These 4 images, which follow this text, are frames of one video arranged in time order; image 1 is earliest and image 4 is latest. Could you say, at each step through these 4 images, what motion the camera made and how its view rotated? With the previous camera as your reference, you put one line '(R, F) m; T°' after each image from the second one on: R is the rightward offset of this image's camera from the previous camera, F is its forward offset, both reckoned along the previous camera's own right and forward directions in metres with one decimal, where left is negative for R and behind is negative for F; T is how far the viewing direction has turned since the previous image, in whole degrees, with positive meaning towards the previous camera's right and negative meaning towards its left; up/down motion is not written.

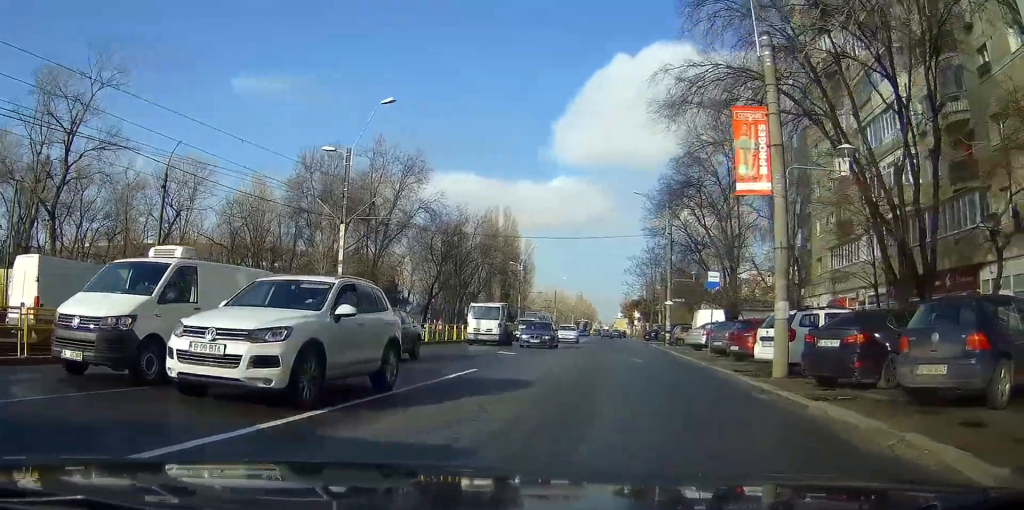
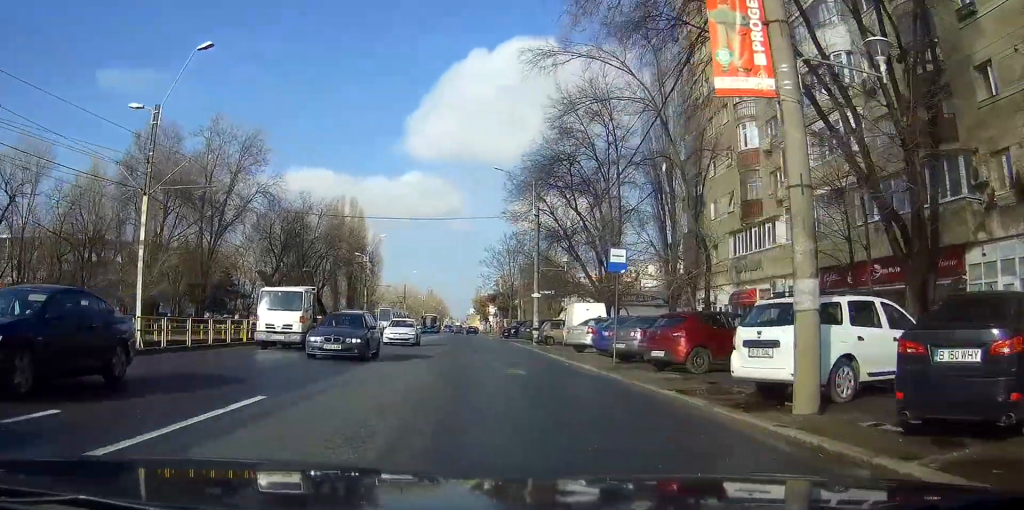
(+1.0, +5.9) m; +12°
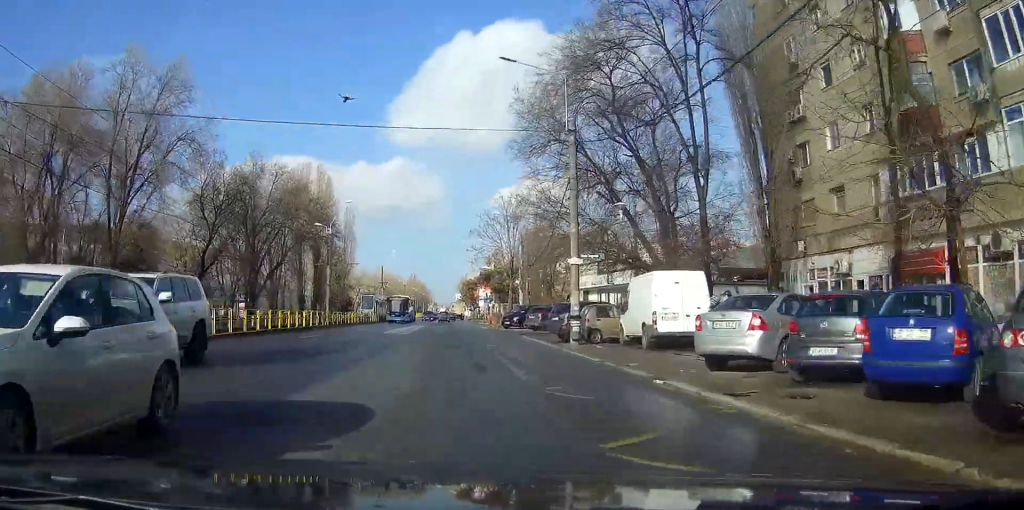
(+0.5, +14.3) m; +3°
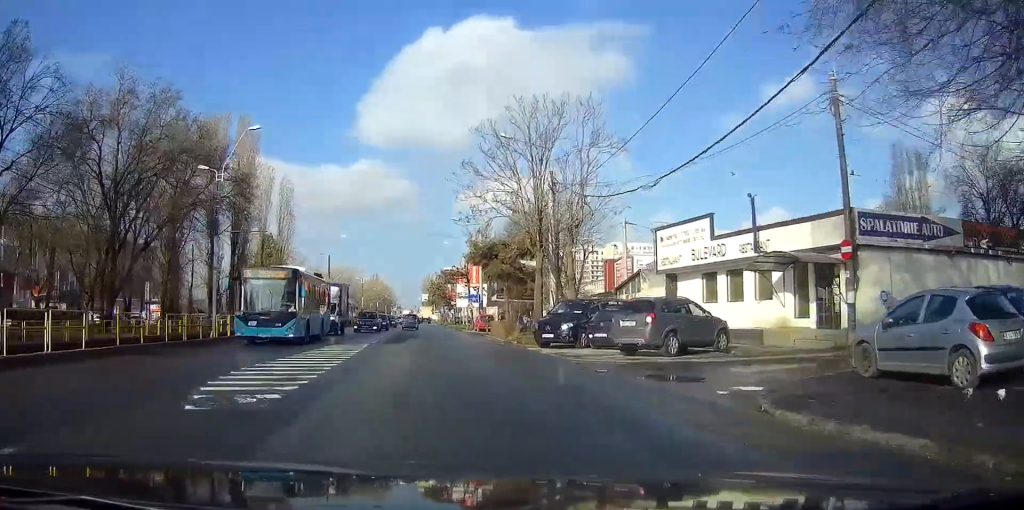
(+0.5, +27.8) m; +4°
